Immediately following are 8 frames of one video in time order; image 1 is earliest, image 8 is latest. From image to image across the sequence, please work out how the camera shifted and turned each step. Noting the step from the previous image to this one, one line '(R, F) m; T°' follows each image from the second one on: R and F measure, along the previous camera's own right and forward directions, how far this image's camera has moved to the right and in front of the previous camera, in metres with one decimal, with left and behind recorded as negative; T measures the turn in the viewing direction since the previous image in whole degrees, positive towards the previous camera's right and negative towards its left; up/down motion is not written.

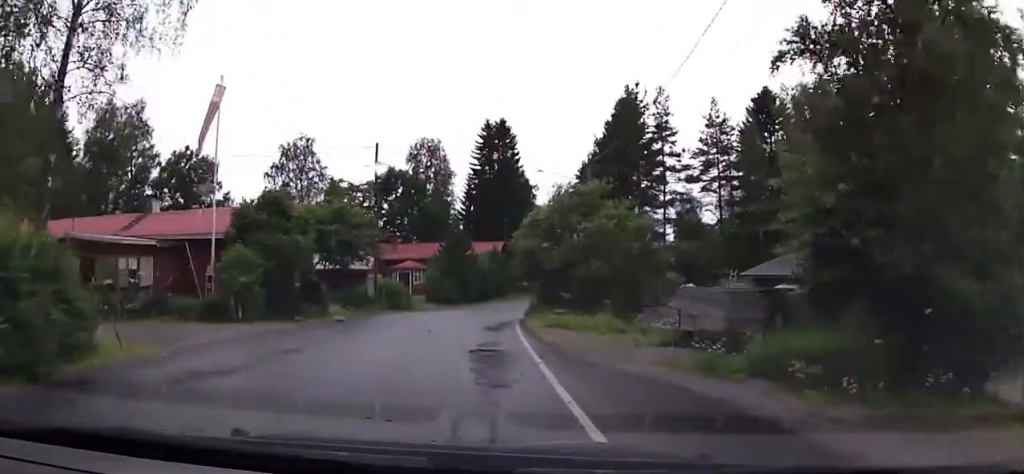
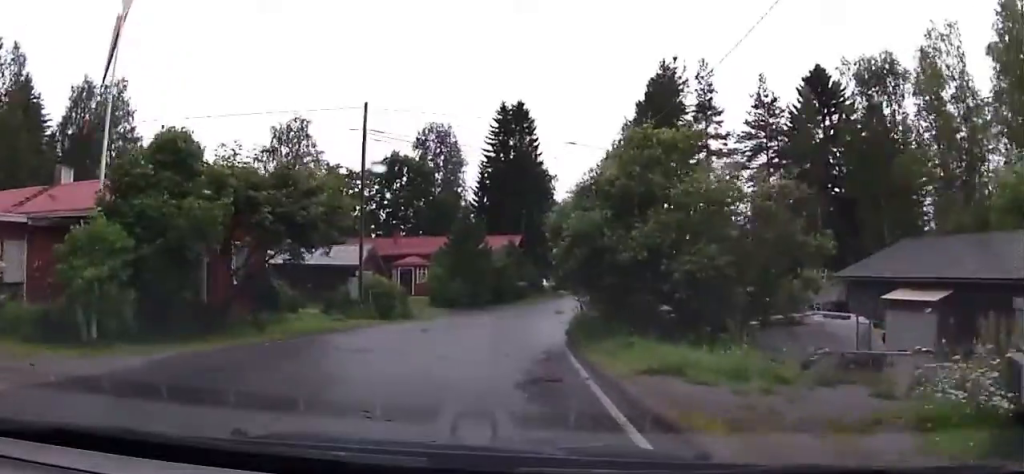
(+0.3, +9.0) m; -1°
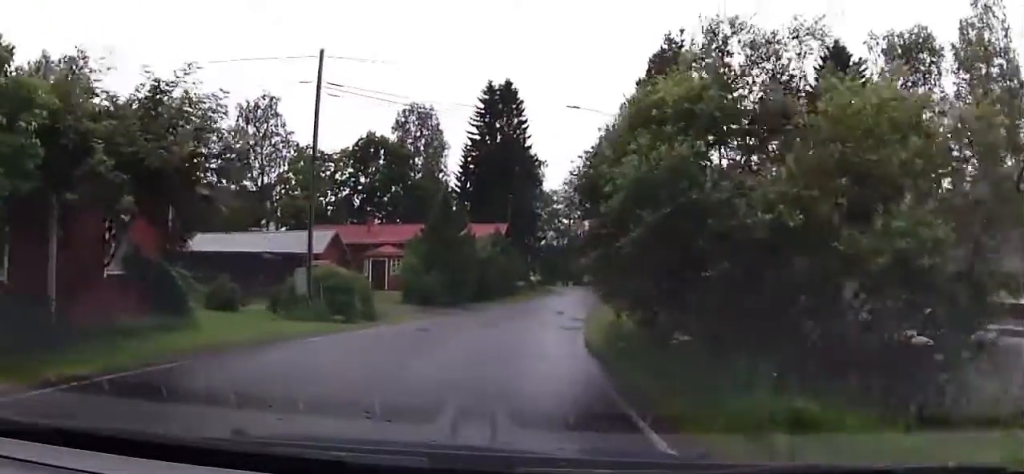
(-0.3, +6.1) m; 0°
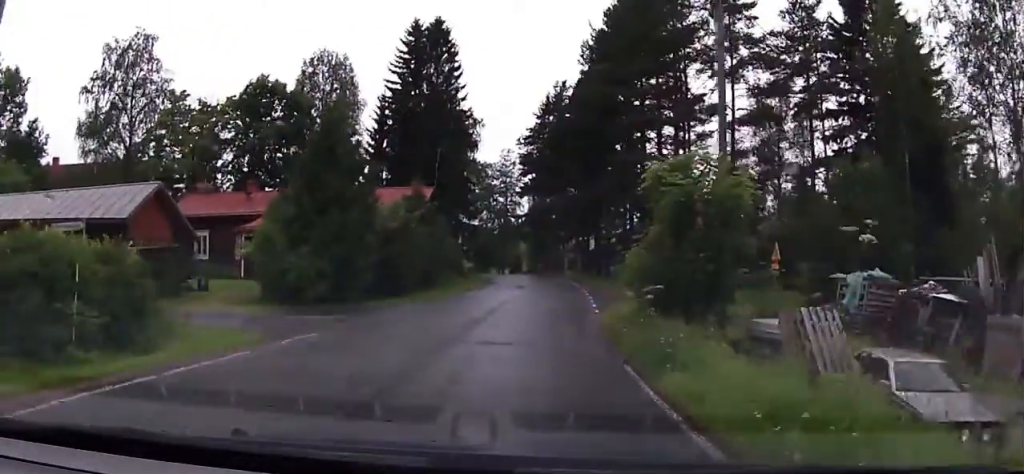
(+1.2, +14.4) m; +4°
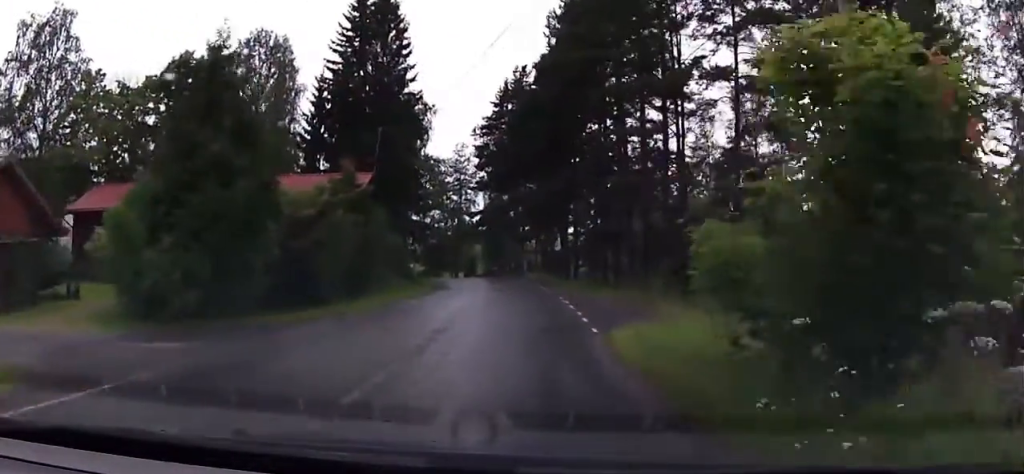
(-0.4, +6.7) m; -5°
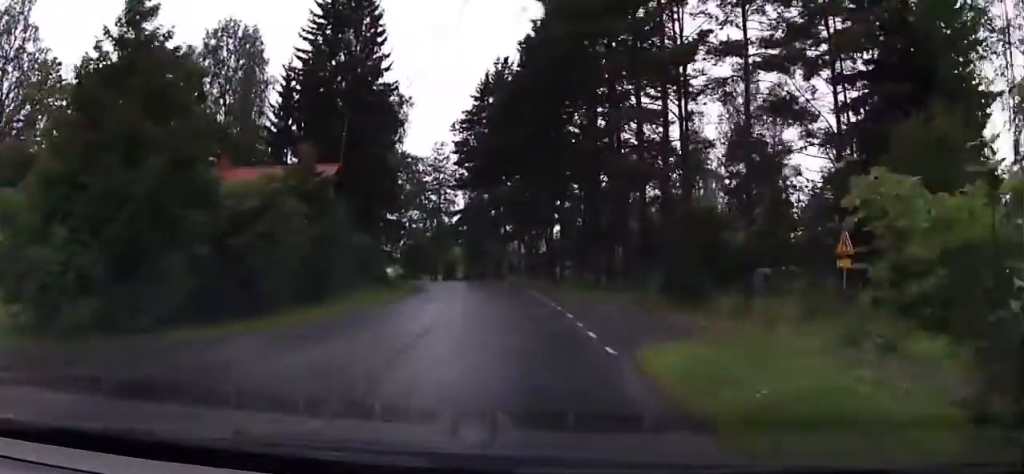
(-0.1, +3.4) m; 0°
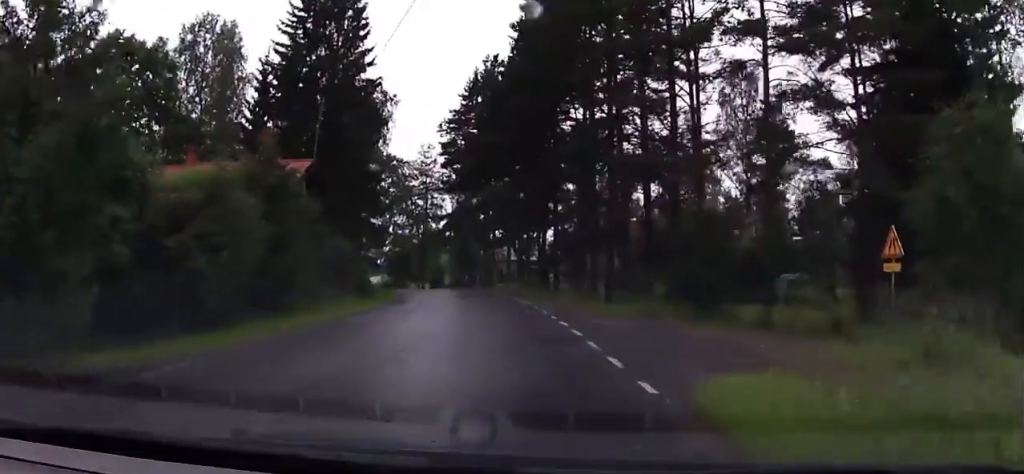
(-0.1, +3.0) m; +3°
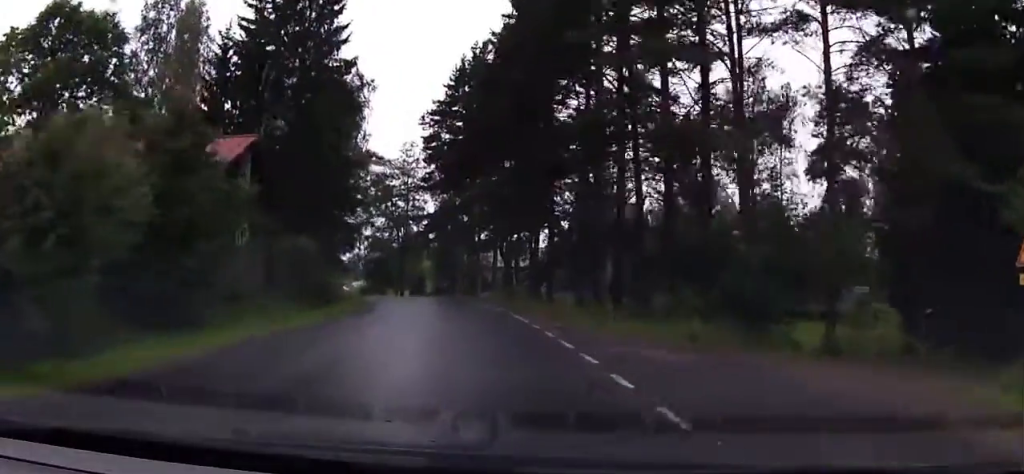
(+0.3, +5.5) m; +4°
